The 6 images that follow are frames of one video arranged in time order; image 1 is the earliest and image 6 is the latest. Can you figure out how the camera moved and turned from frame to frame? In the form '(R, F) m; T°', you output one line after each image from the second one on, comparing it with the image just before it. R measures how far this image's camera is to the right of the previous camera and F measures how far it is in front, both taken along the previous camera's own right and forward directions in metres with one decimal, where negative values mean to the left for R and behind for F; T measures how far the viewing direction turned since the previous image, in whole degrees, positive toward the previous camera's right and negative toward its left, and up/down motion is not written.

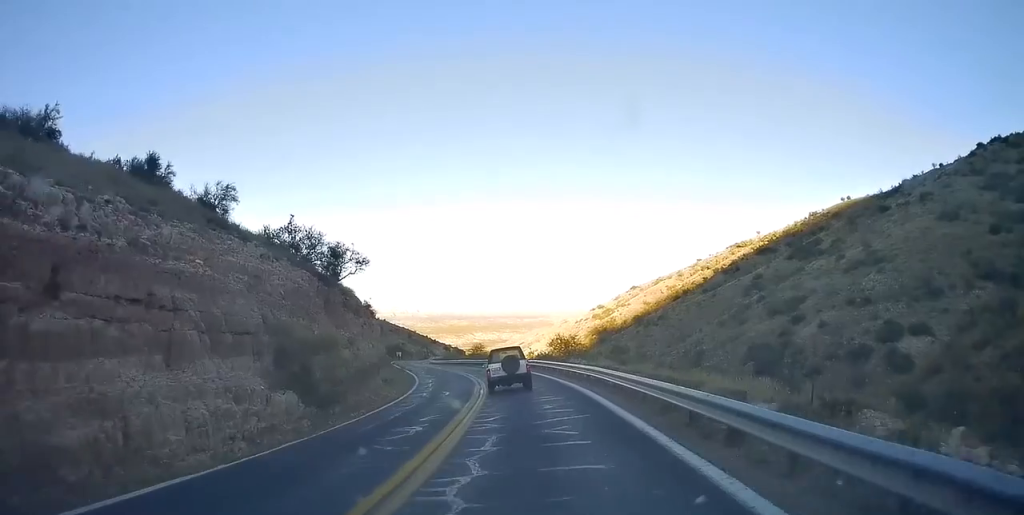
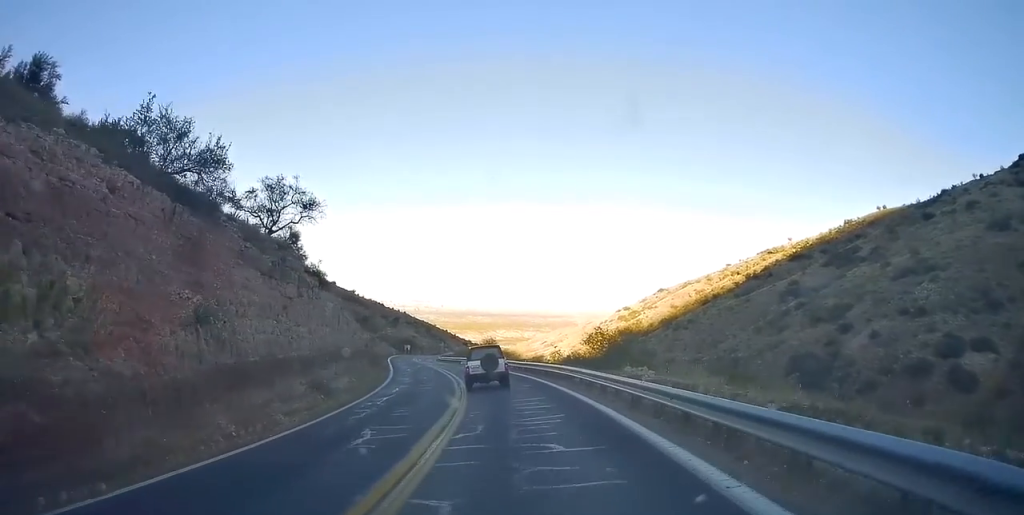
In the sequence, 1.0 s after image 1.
(-0.4, +15.1) m; -1°
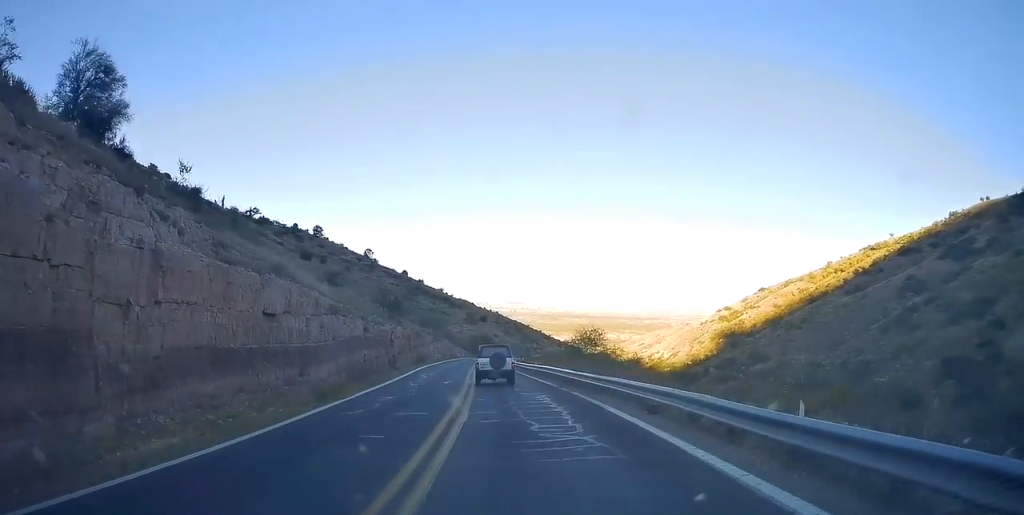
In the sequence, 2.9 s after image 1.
(-1.2, +27.7) m; -8°
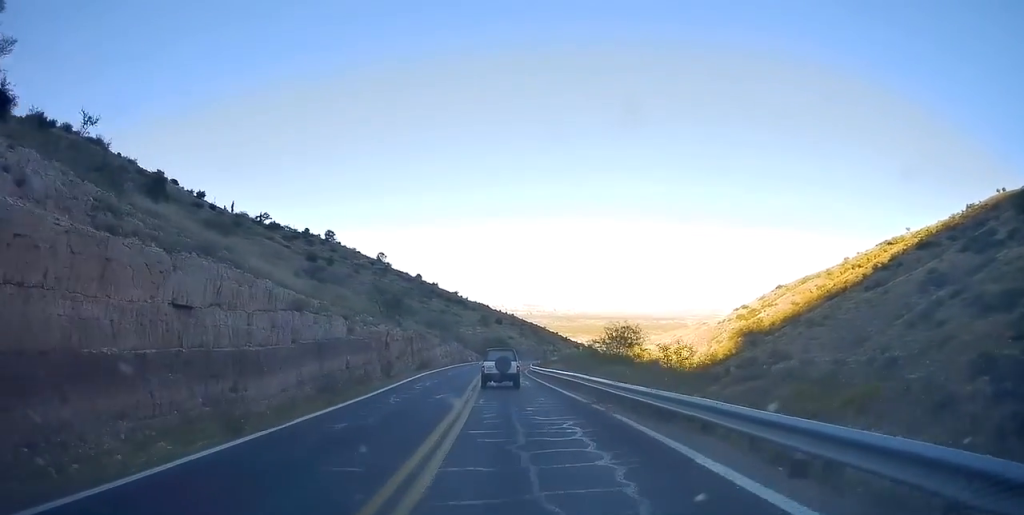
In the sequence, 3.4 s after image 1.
(+0.1, +6.4) m; -3°
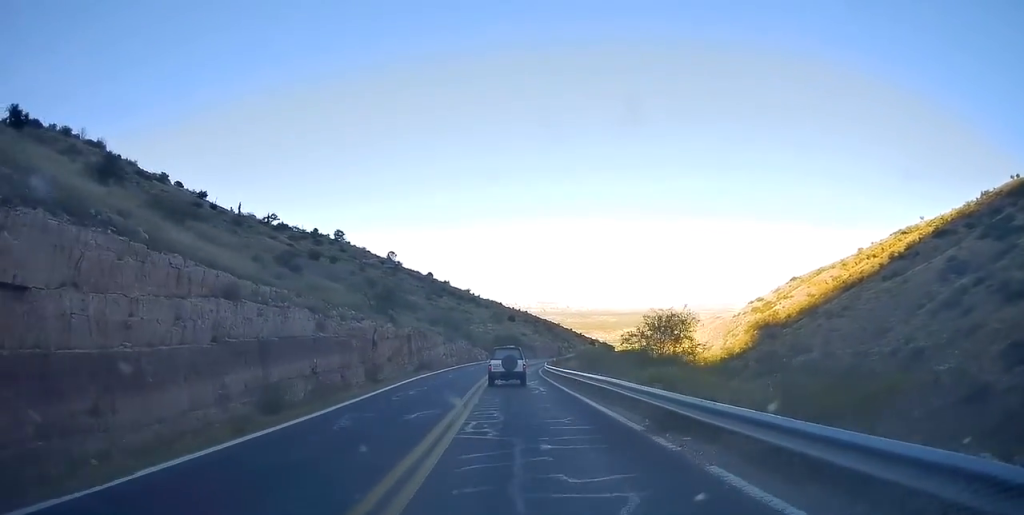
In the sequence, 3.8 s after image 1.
(-0.3, +6.4) m; -2°
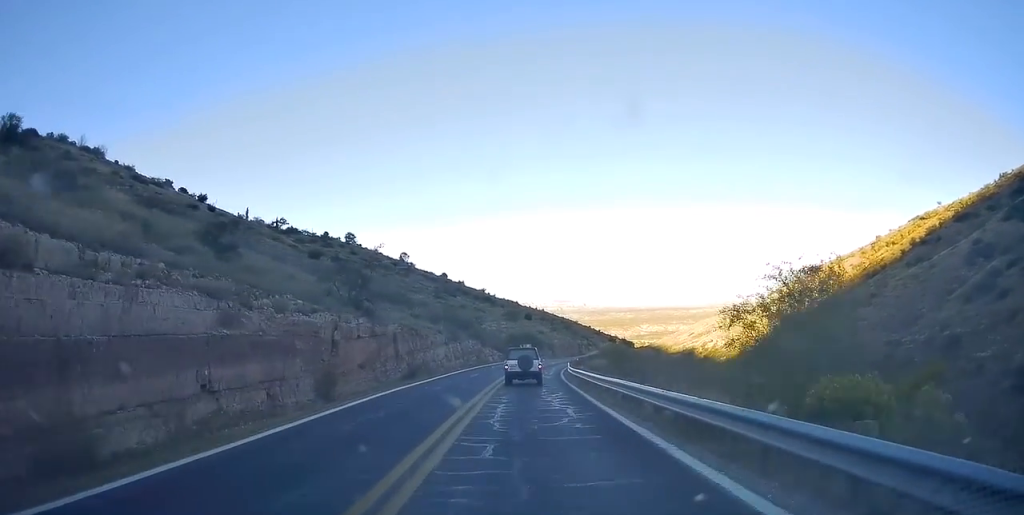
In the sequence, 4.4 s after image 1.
(-0.8, +9.4) m; -1°
